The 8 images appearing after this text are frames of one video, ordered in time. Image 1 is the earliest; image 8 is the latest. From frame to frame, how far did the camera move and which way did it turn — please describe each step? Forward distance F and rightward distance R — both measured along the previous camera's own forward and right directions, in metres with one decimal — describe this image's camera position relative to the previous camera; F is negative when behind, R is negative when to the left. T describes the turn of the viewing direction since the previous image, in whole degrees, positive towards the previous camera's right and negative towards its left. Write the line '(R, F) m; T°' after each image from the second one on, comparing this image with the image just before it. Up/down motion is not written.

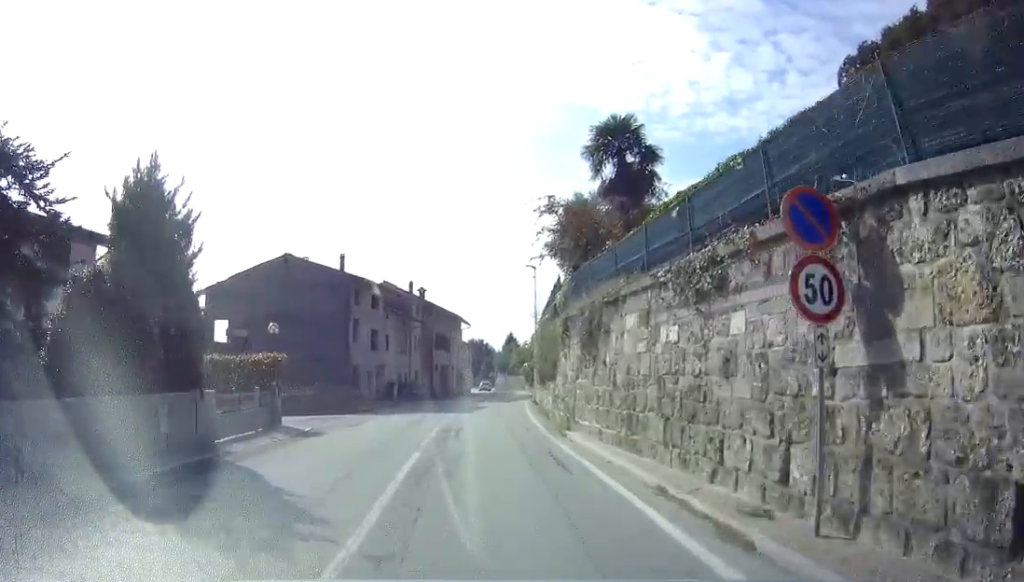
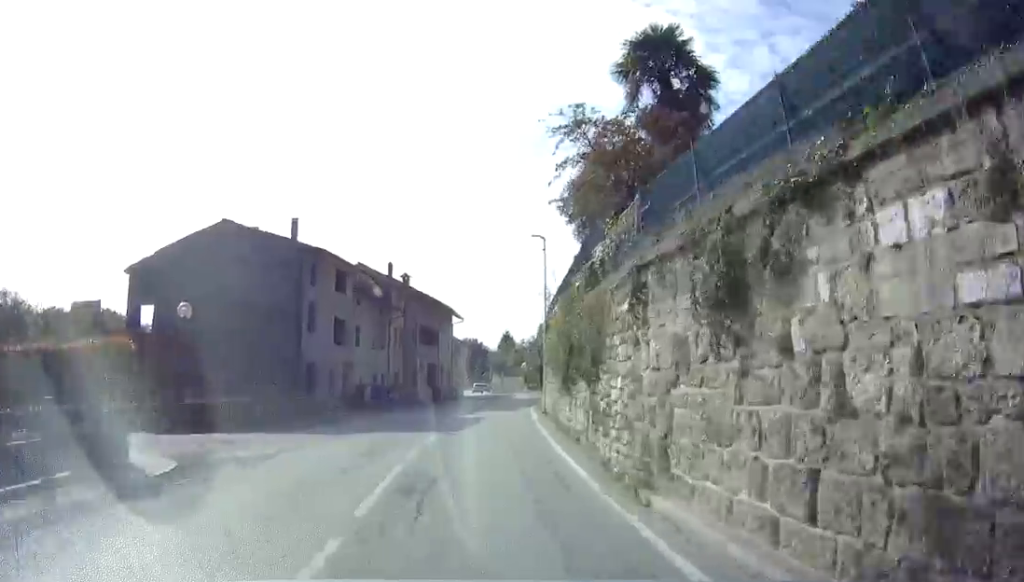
(0.0, +7.9) m; 0°
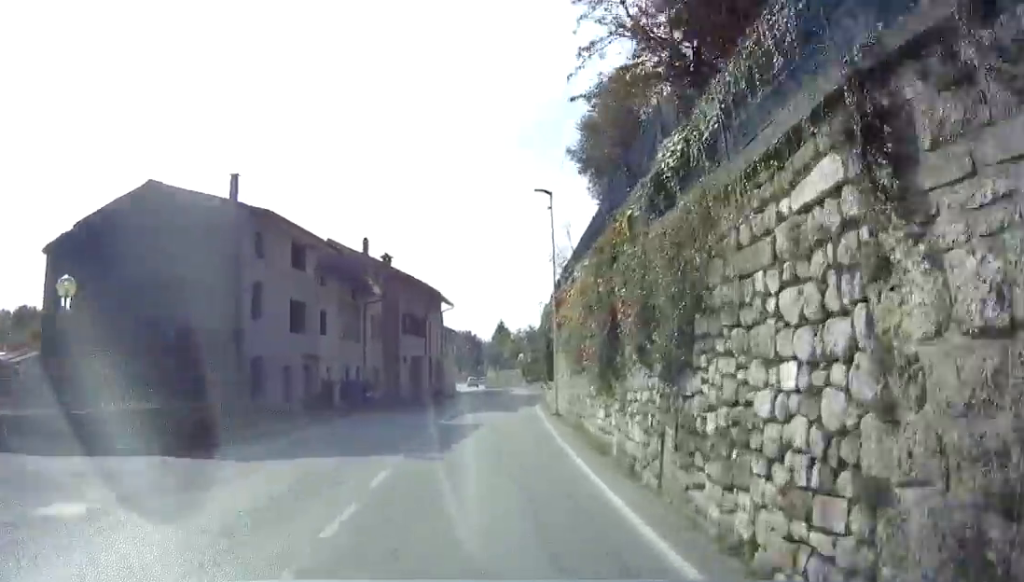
(0.0, +5.7) m; +1°
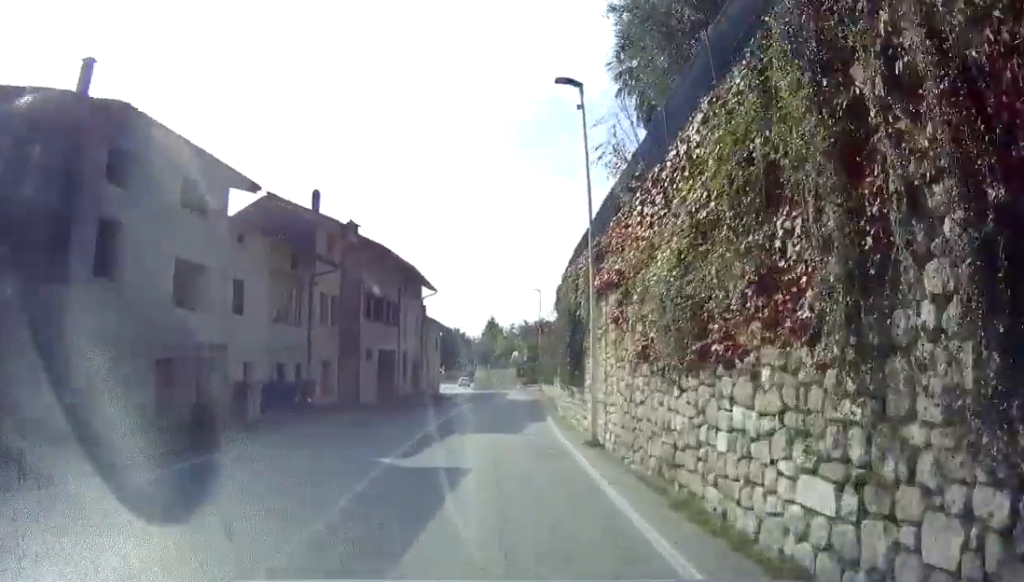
(-0.1, +8.4) m; +1°
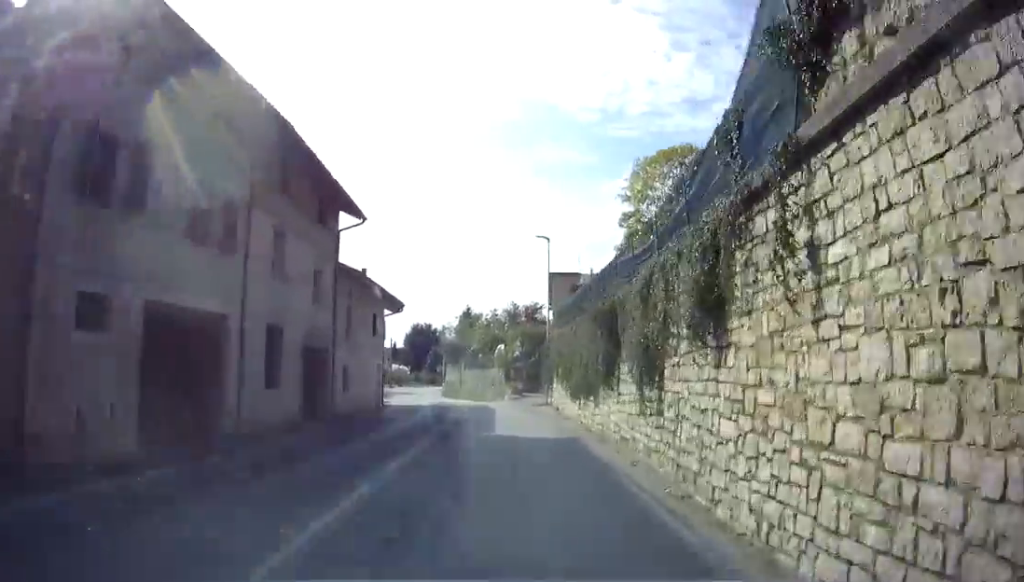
(+0.7, +19.2) m; +1°
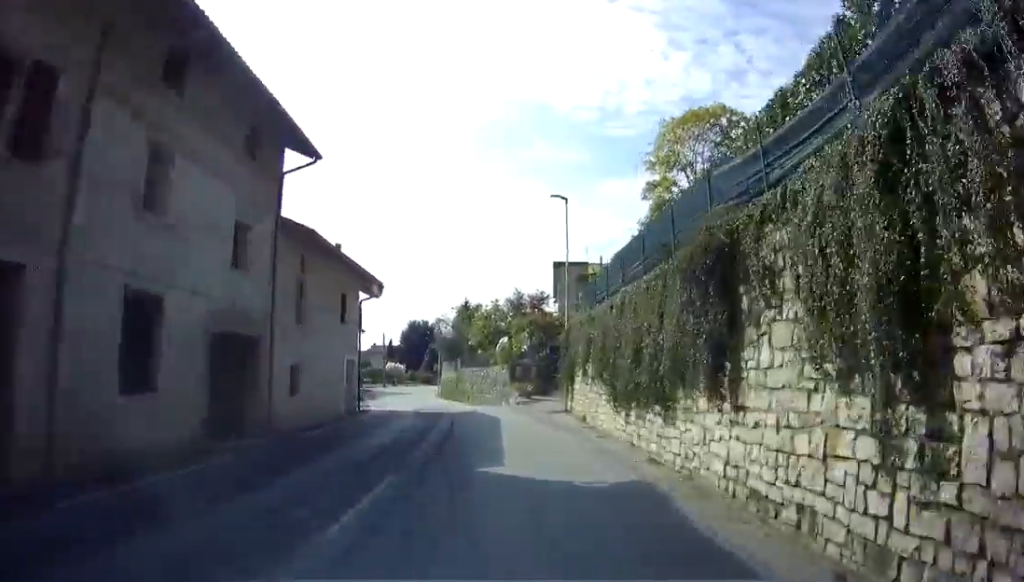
(+0.1, +6.3) m; -1°
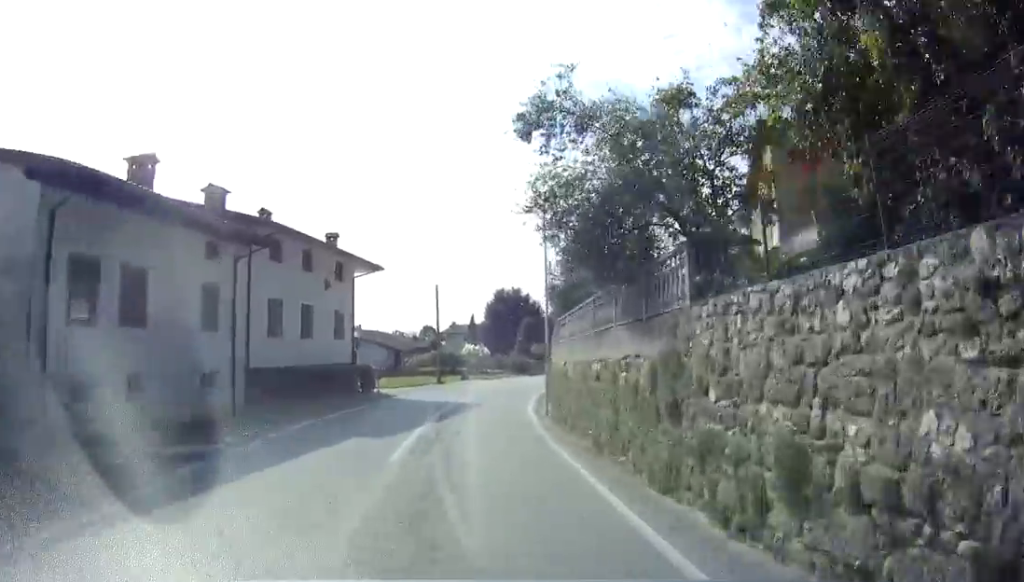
(-2.0, +36.5) m; -5°
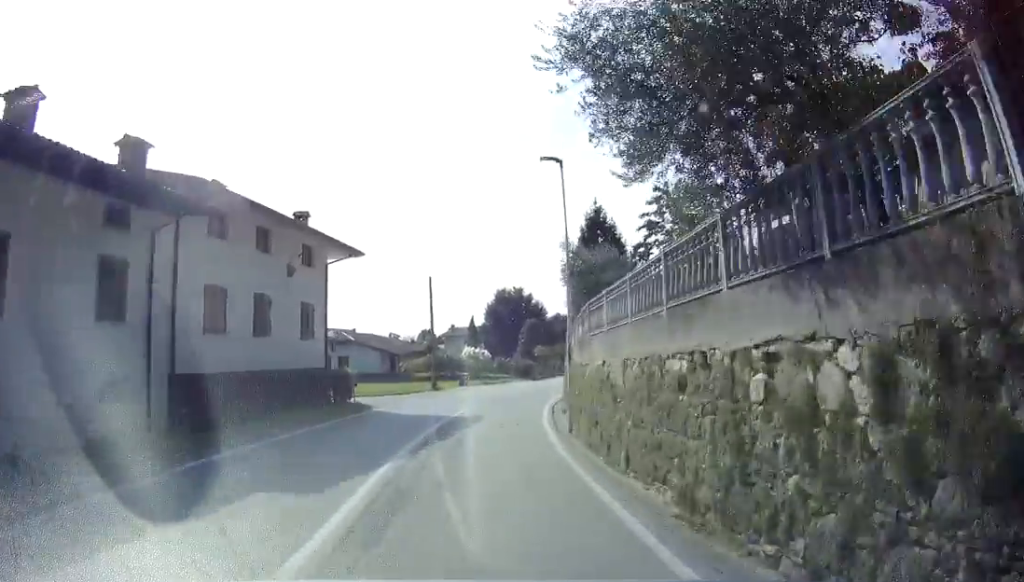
(-0.1, +5.9) m; 0°
